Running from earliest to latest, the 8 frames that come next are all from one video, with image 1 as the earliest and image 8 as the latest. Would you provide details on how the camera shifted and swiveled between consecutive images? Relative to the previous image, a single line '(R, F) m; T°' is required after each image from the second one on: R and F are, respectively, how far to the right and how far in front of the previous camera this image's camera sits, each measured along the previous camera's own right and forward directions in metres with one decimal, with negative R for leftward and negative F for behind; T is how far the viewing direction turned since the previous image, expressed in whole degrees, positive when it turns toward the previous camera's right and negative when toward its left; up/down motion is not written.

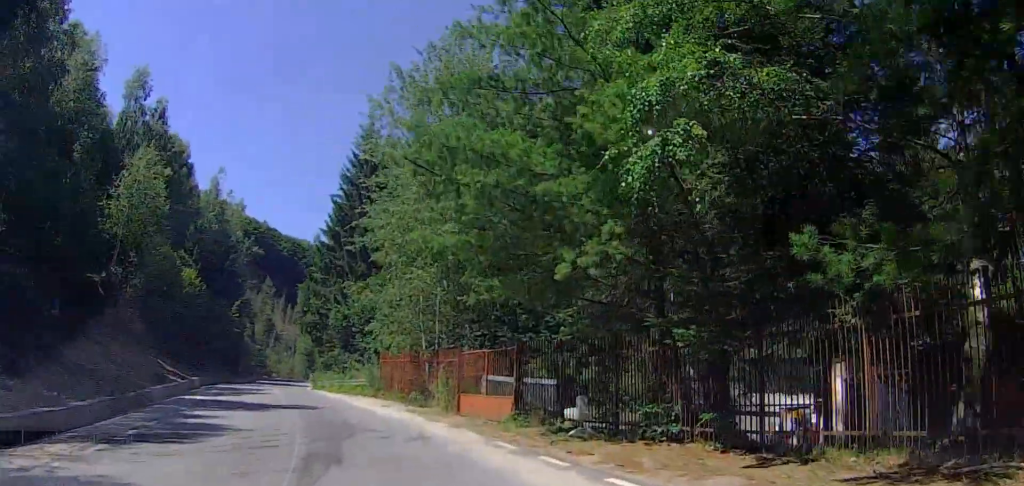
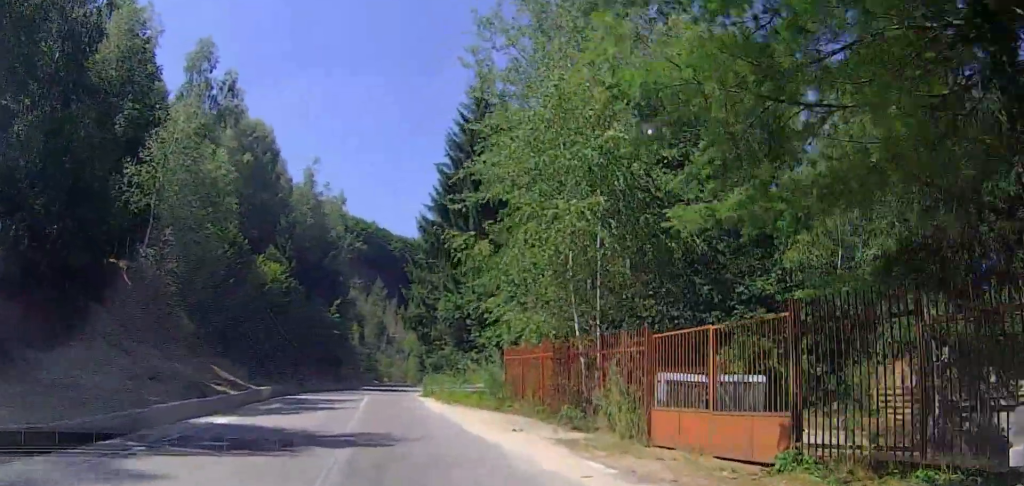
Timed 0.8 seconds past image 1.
(-0.8, +8.8) m; -9°
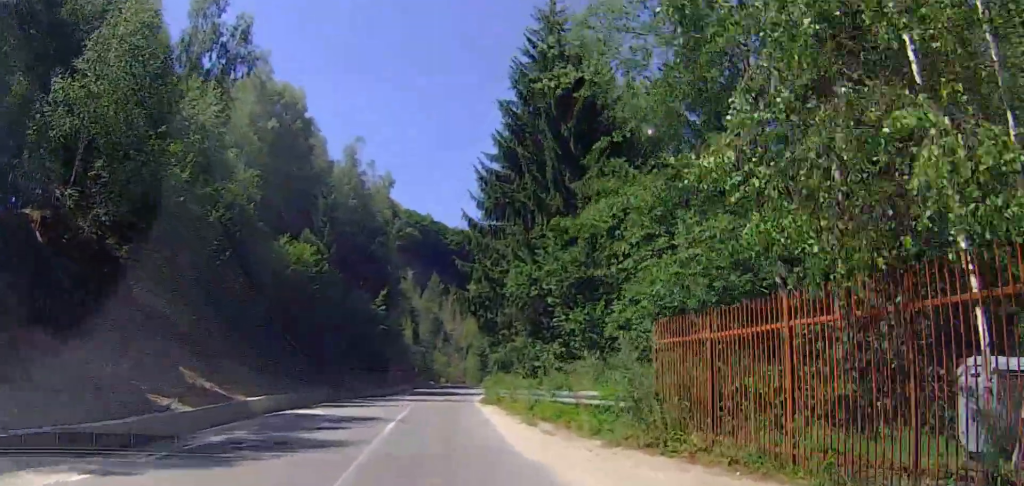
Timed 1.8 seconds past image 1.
(-1.0, +10.3) m; -7°
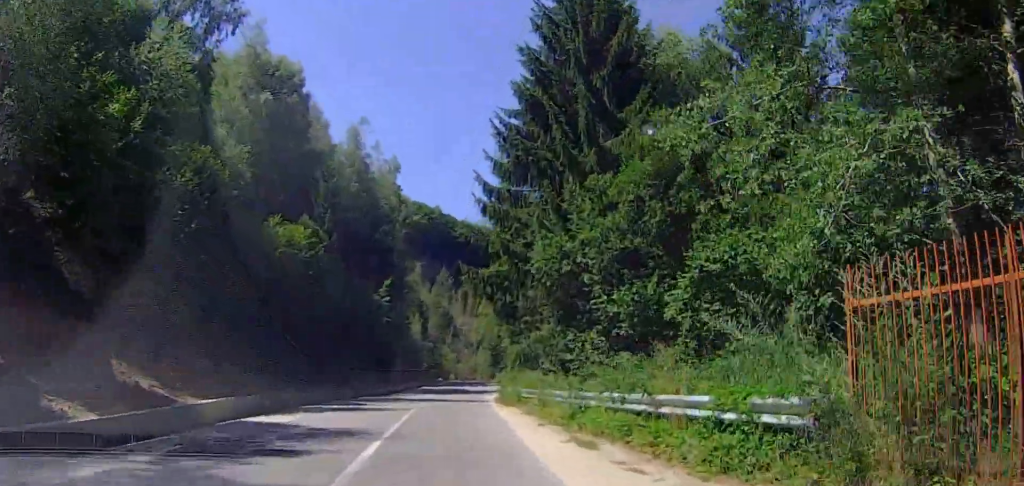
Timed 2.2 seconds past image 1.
(-0.1, +5.2) m; -1°
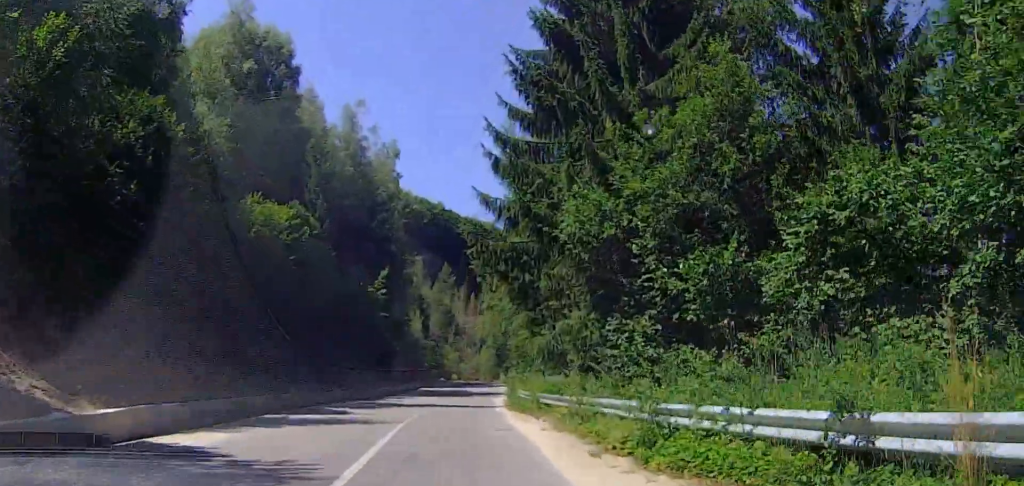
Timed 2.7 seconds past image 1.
(-0.1, +5.4) m; -1°
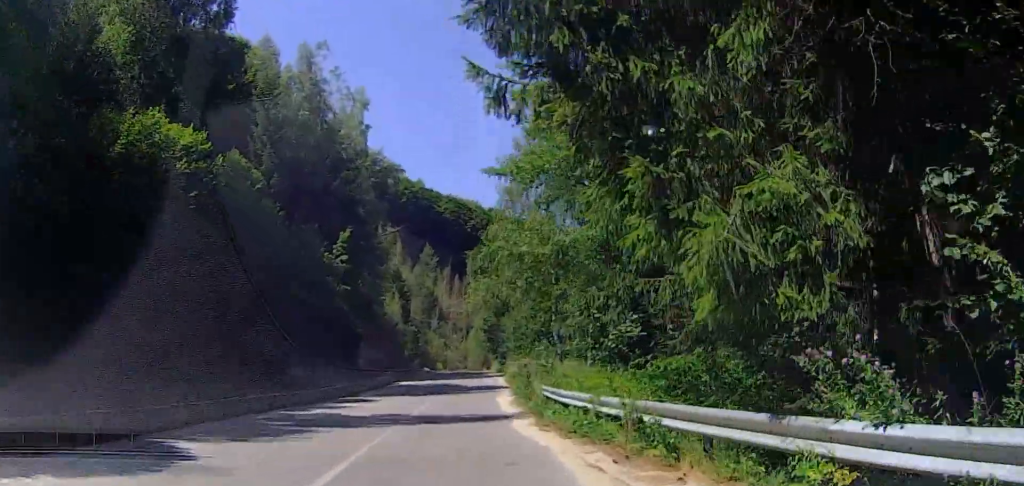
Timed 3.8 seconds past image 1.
(-0.2, +12.7) m; 0°
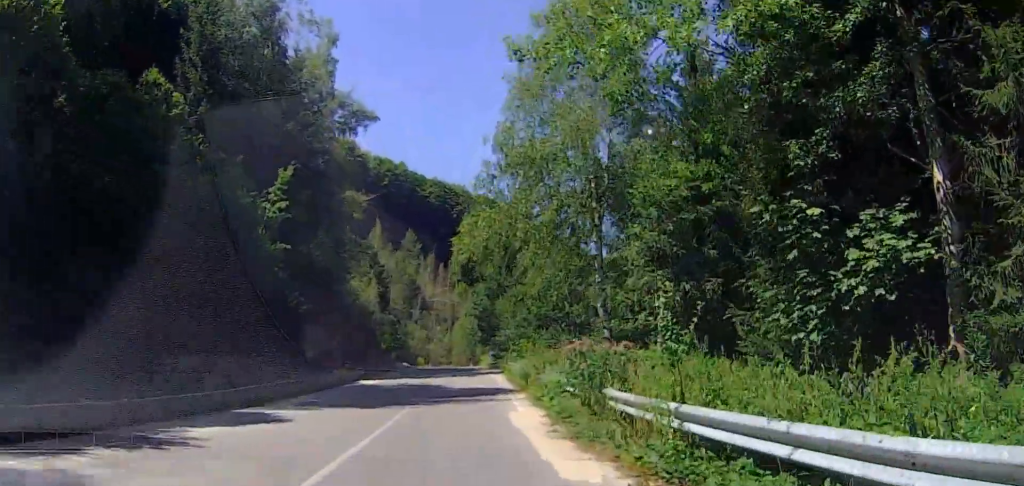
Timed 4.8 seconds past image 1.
(+0.3, +13.4) m; +3°
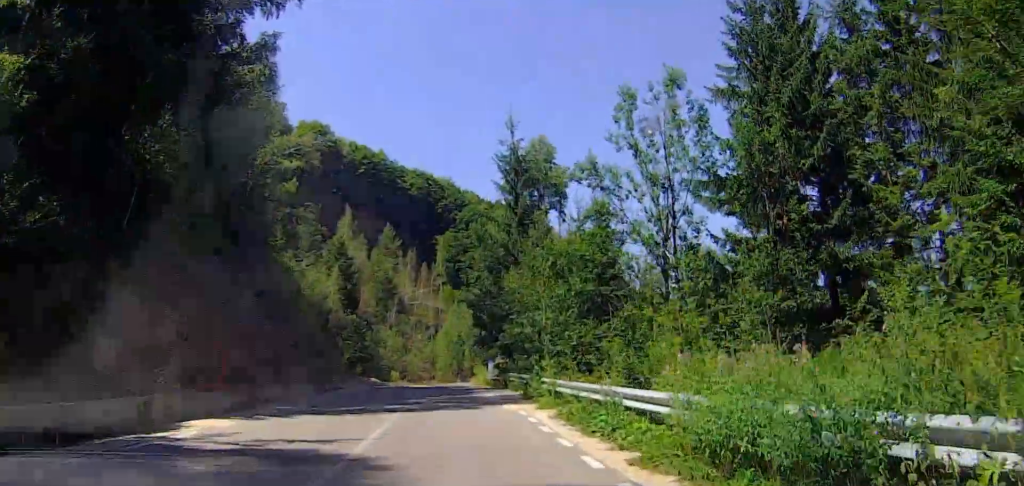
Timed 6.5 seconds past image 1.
(+0.1, +21.7) m; -1°
